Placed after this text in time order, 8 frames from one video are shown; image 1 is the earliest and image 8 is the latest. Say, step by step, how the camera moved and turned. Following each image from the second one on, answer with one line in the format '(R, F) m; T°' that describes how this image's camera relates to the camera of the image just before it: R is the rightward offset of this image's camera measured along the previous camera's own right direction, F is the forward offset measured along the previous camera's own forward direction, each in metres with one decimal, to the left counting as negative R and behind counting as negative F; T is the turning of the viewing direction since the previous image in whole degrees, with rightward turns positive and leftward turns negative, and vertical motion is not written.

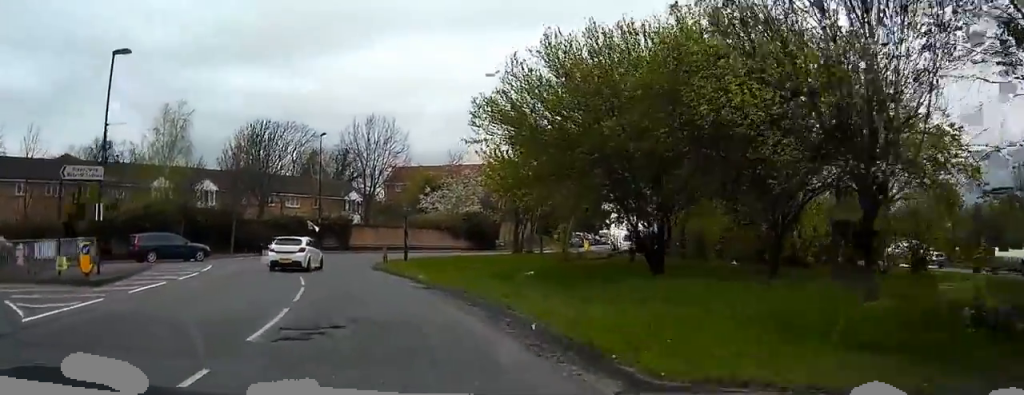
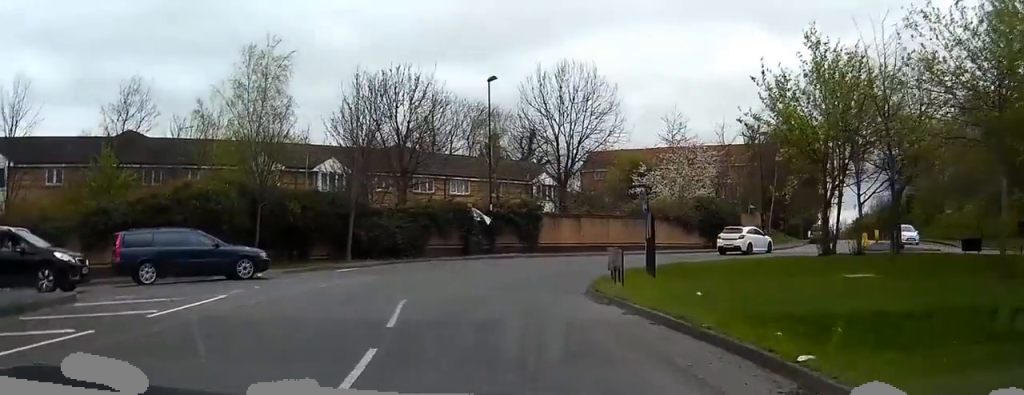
(-2.2, +17.8) m; -11°
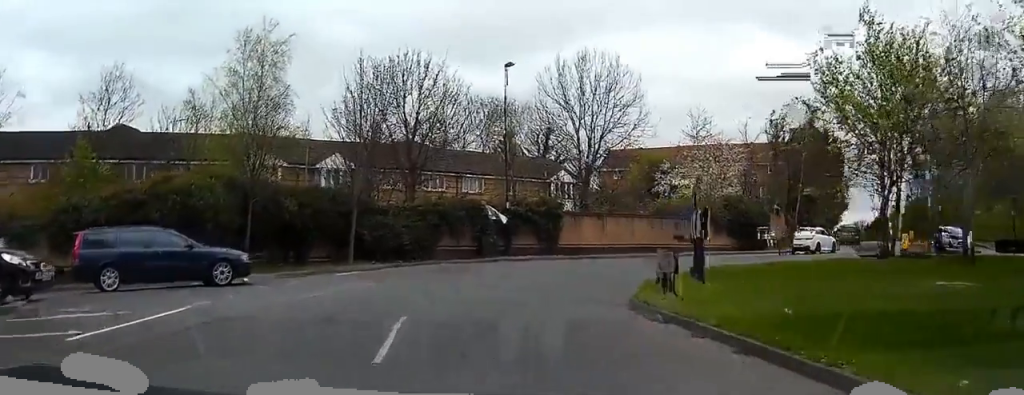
(0.0, +3.1) m; 0°
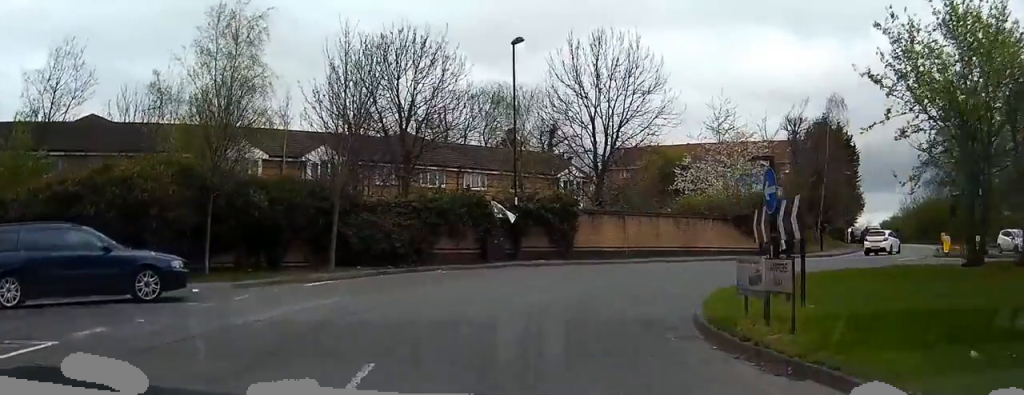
(0.0, +4.1) m; 0°
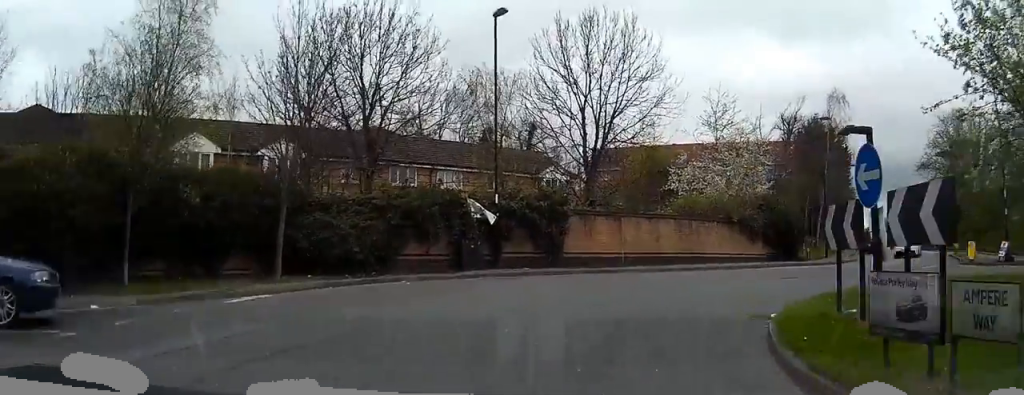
(0.0, +3.9) m; +7°
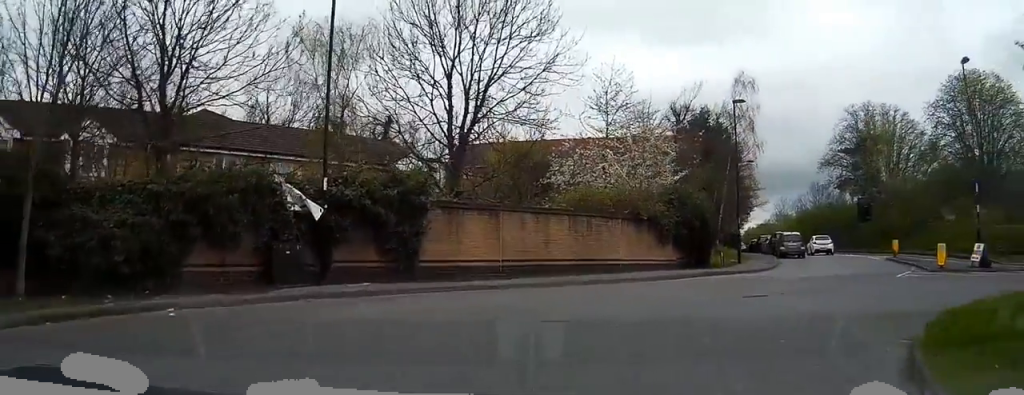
(+0.8, +6.3) m; +21°
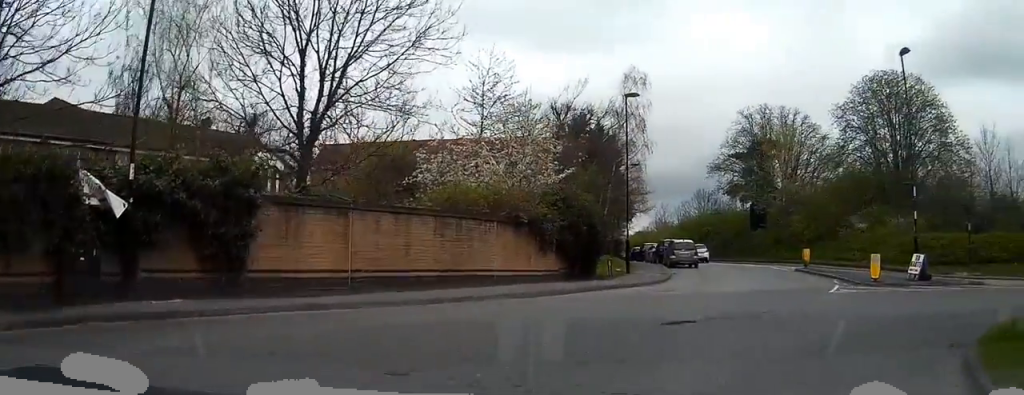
(+0.7, +3.4) m; +13°
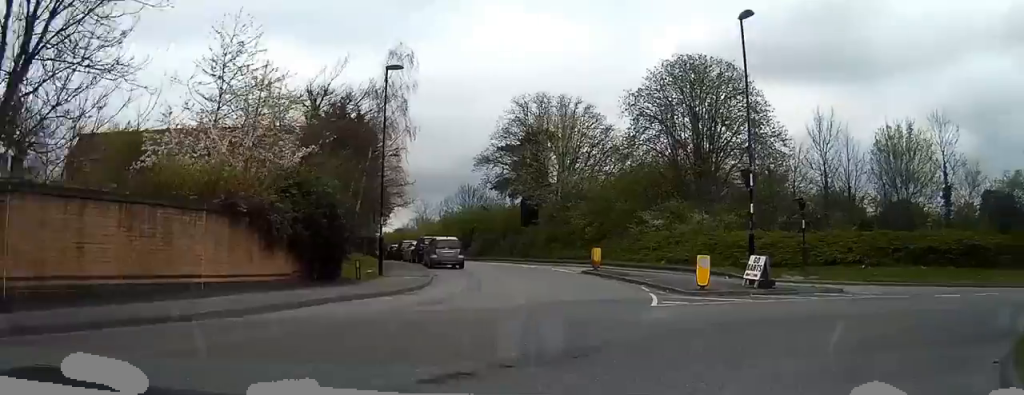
(+0.2, +4.8) m; +4°
